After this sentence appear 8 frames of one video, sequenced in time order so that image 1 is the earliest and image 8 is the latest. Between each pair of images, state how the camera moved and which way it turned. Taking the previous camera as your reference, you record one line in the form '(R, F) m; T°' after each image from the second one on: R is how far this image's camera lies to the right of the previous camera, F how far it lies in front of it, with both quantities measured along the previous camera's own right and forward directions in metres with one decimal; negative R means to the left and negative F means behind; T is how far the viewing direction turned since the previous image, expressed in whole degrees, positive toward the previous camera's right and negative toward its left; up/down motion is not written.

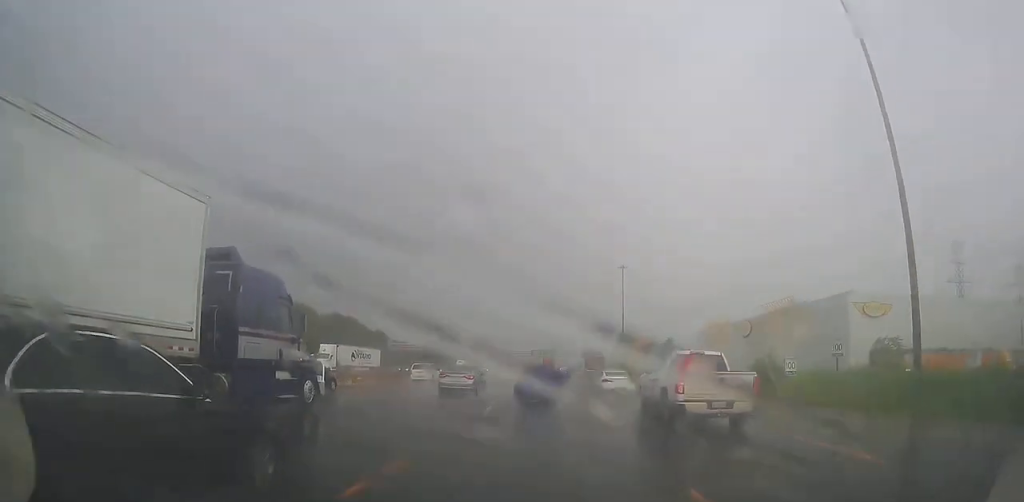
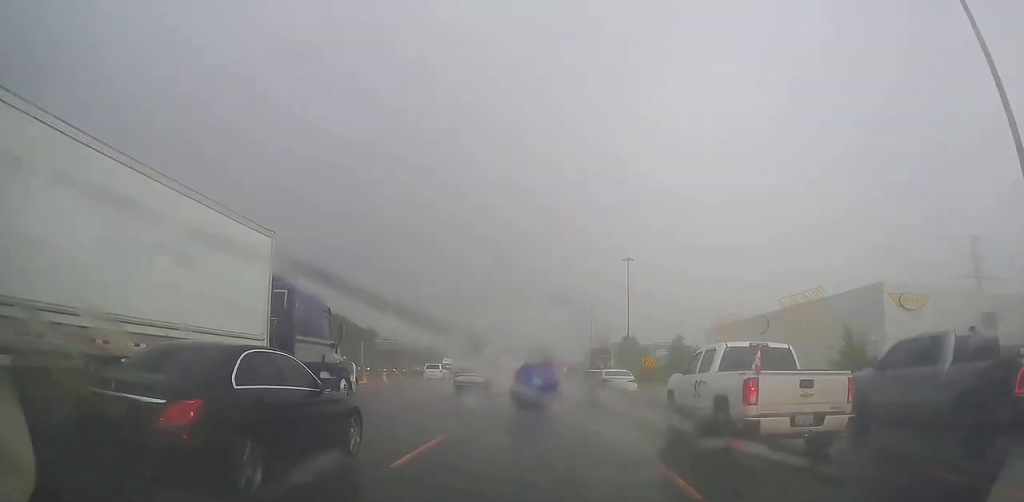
(-0.1, +10.4) m; 0°
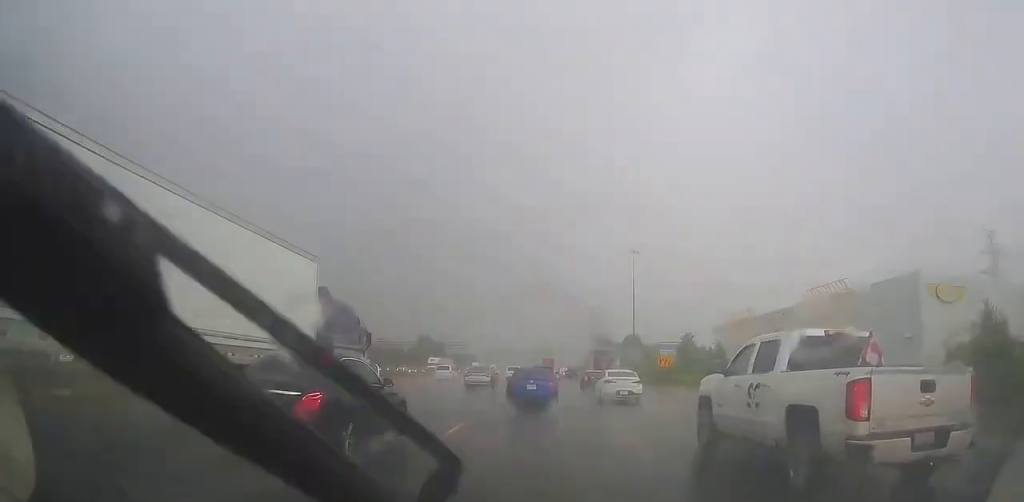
(+0.2, +9.2) m; +1°
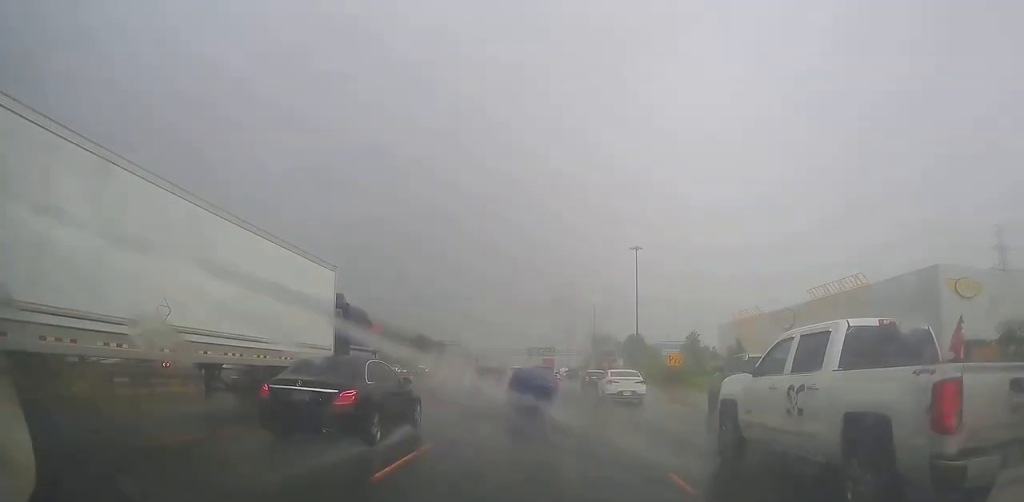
(-0.1, +4.2) m; 0°
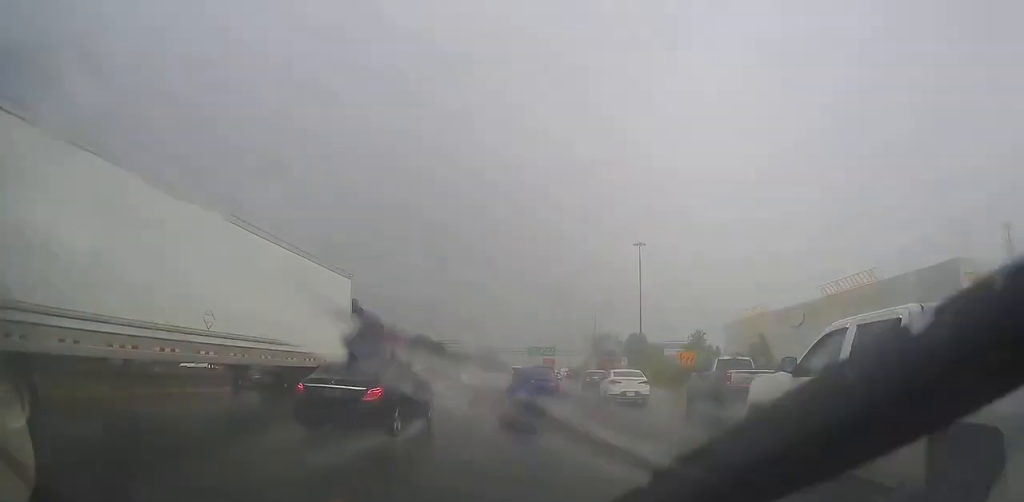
(-0.1, +4.5) m; 0°
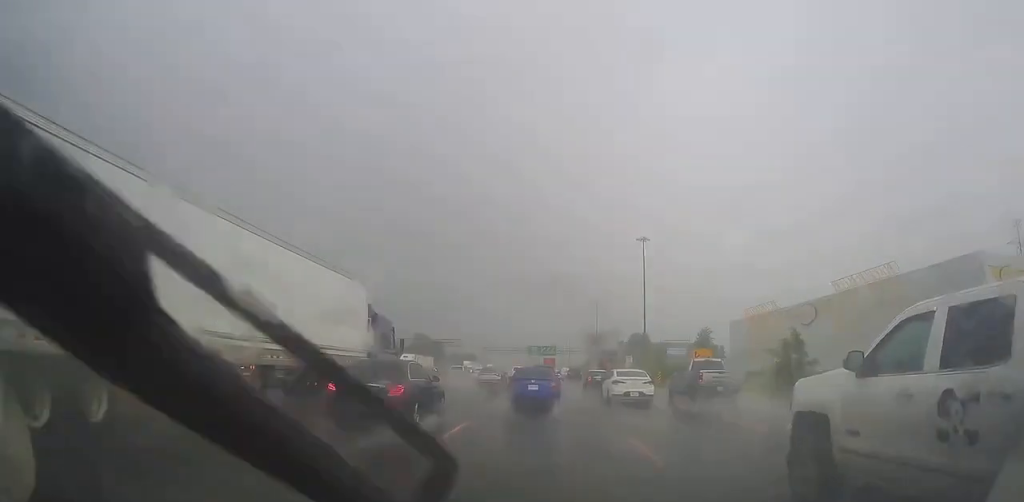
(+0.1, +4.4) m; 0°
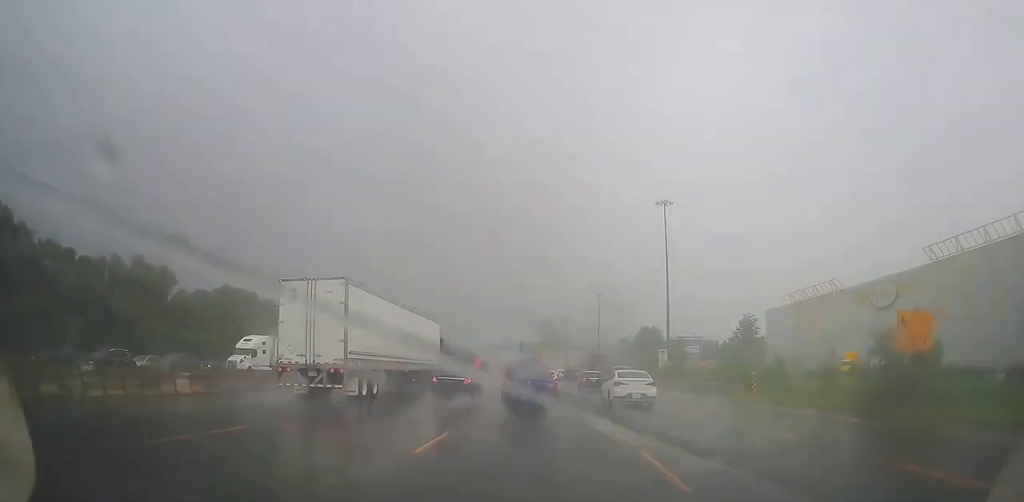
(+0.2, +27.6) m; 0°
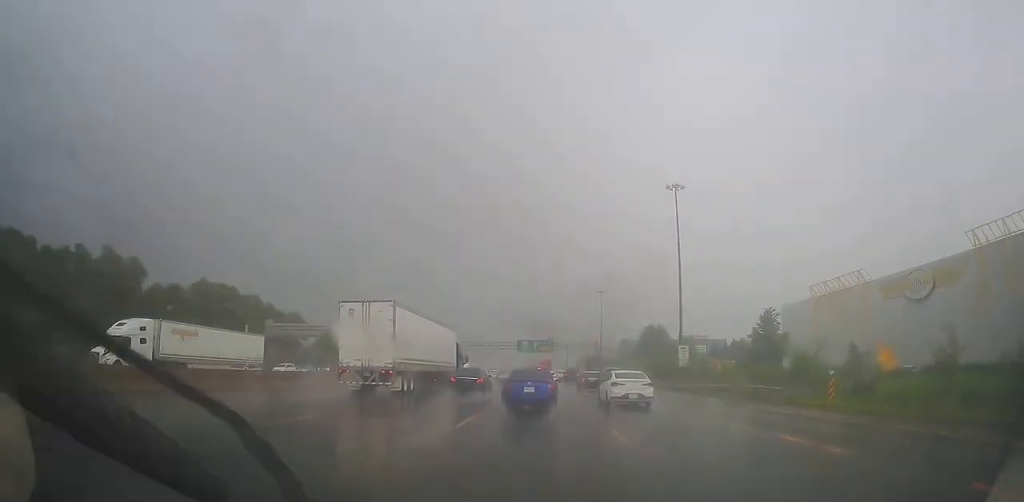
(0.0, +8.5) m; +1°
